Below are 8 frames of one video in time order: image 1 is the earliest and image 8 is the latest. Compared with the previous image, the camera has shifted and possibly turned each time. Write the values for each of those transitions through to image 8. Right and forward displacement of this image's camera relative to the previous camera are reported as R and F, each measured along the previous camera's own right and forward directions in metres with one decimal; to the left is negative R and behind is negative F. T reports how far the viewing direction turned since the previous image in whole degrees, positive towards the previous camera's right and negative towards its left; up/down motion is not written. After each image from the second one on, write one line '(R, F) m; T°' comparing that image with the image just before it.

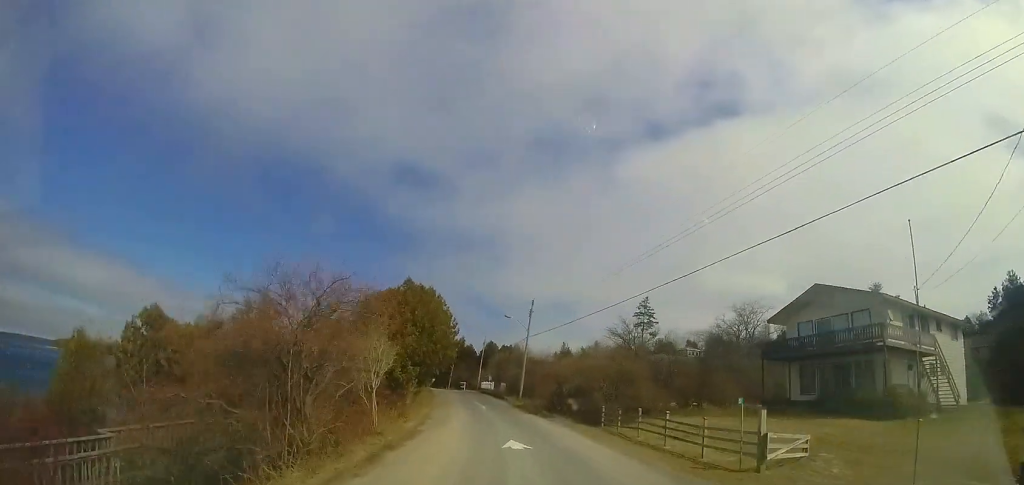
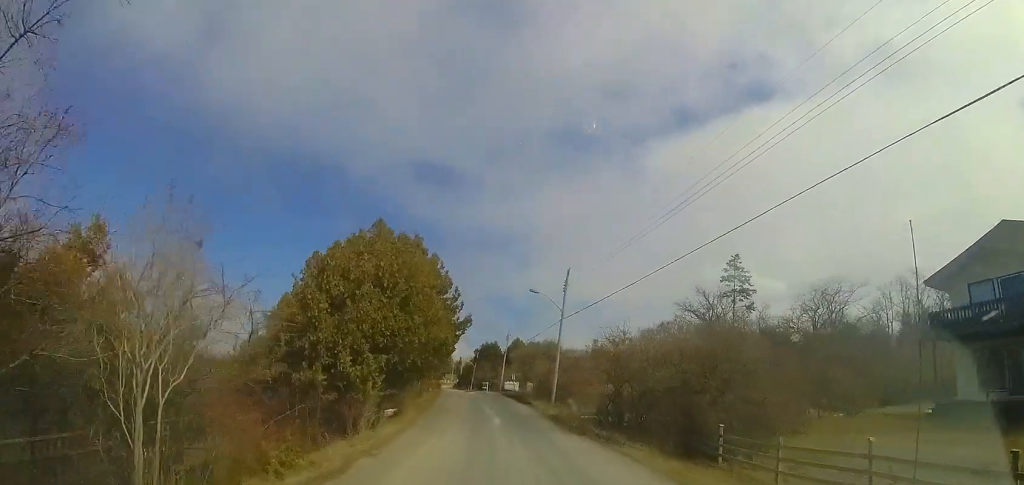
(-0.5, +9.6) m; -3°
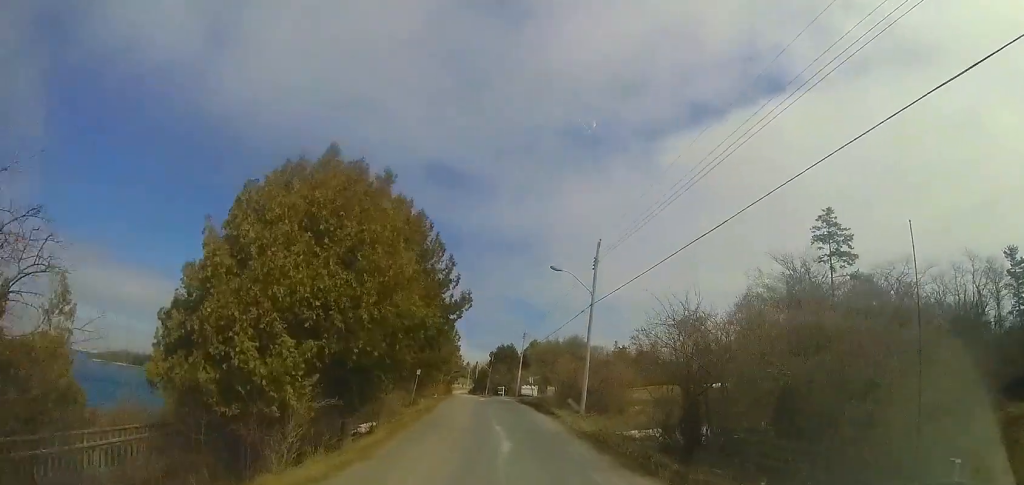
(0.0, +5.7) m; -2°
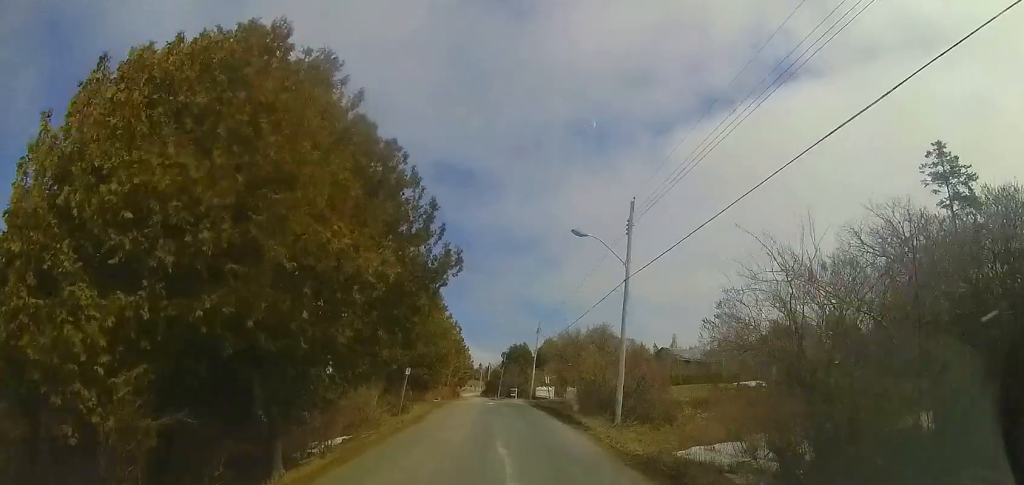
(+0.1, +4.7) m; -2°
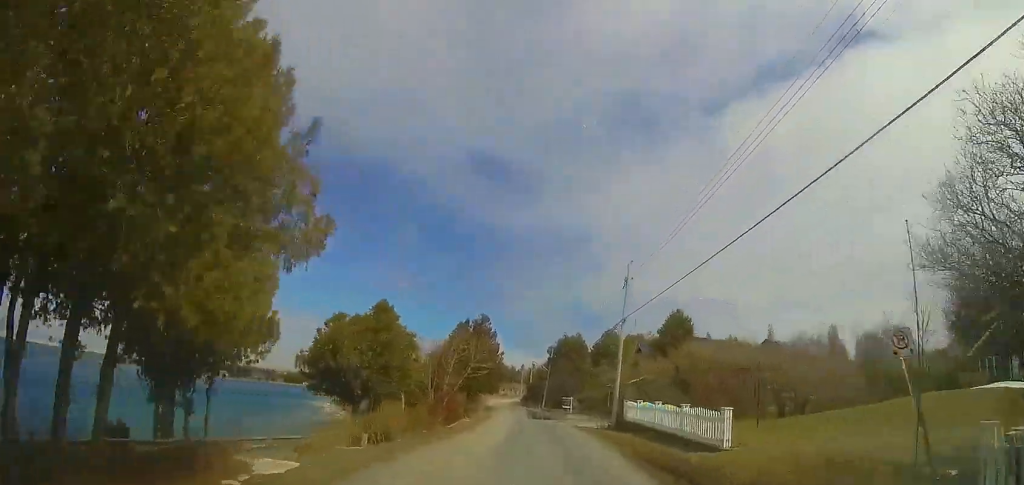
(-2.1, +22.8) m; -9°
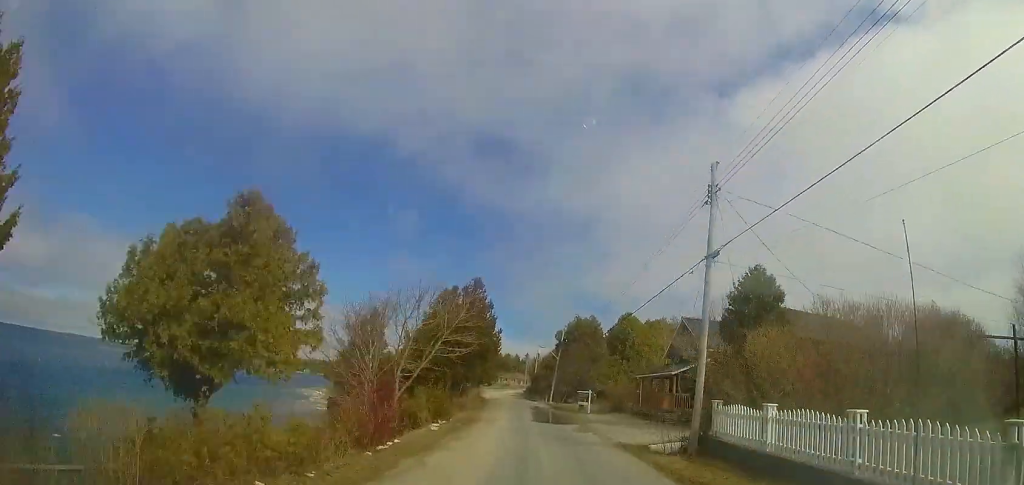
(-0.2, +9.3) m; -5°
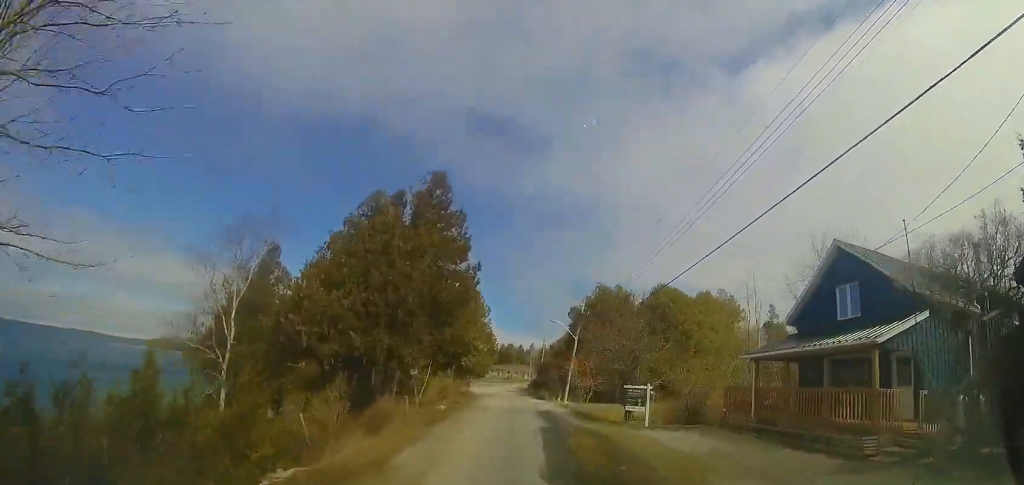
(-0.6, +14.0) m; +1°
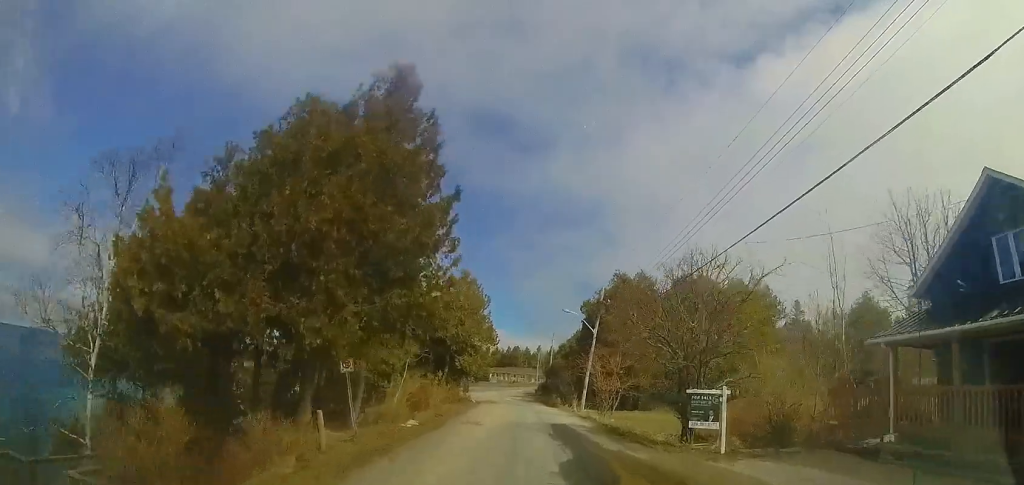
(+0.1, +5.8) m; +2°
